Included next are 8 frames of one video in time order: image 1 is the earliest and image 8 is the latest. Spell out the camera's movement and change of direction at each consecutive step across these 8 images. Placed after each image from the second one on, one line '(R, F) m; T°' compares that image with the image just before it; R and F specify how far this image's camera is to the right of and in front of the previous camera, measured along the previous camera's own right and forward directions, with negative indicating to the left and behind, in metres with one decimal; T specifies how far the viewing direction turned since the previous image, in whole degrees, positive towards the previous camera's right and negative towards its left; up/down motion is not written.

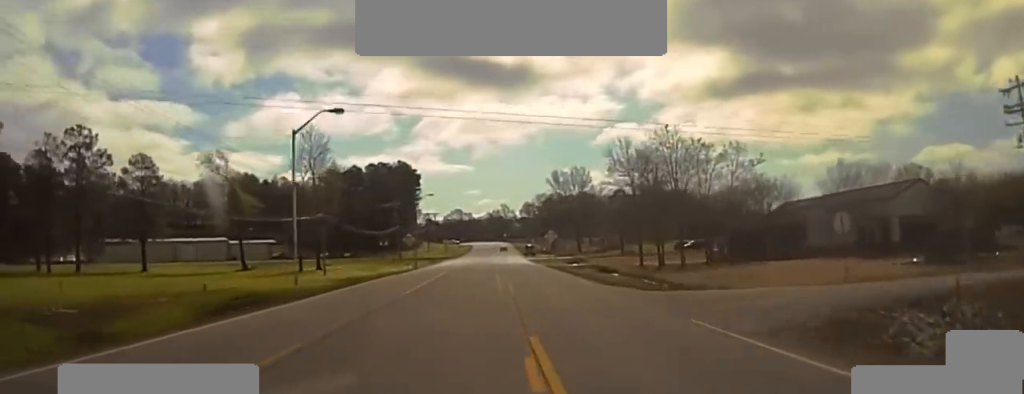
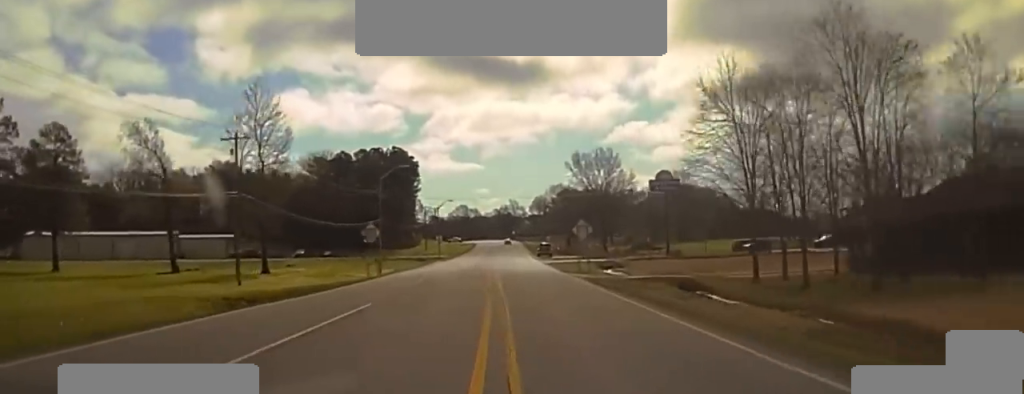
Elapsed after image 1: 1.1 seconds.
(-0.2, +31.2) m; -1°
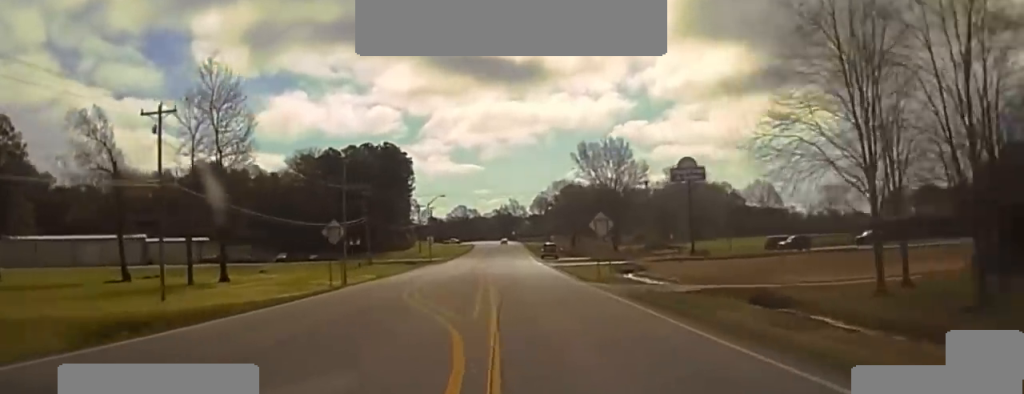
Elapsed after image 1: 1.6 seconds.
(-0.1, +15.8) m; 0°
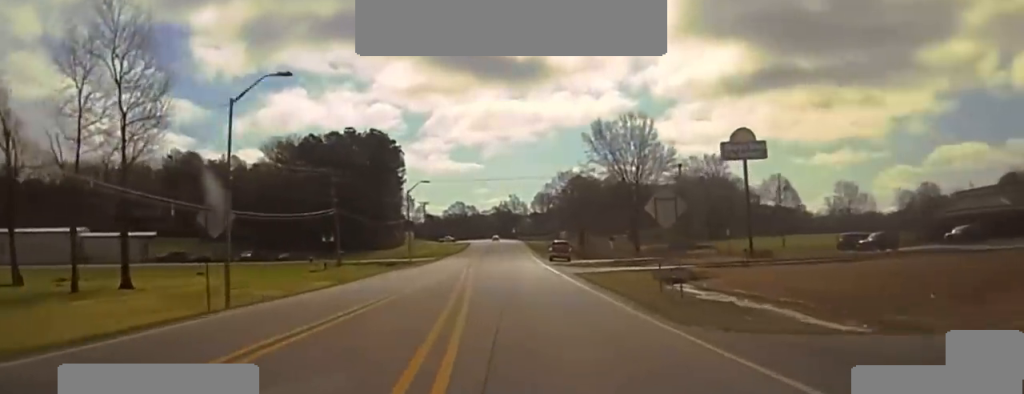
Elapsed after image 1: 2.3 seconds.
(-0.1, +25.1) m; 0°
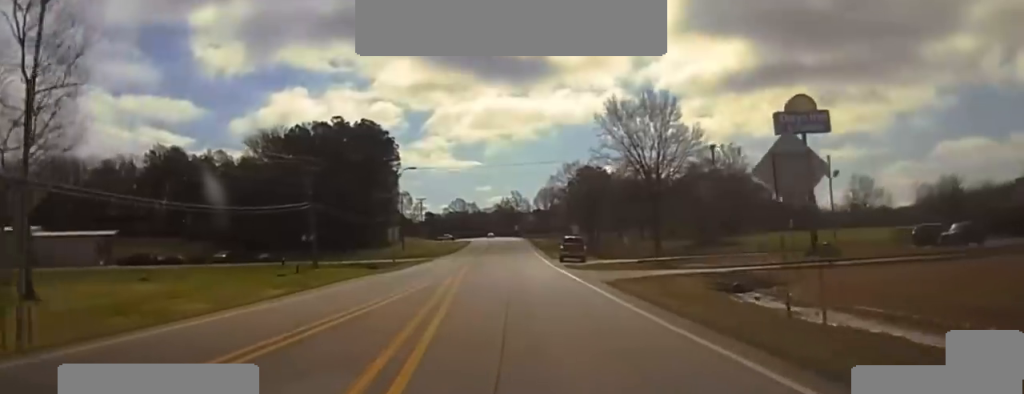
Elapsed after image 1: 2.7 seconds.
(-0.1, +17.4) m; 0°
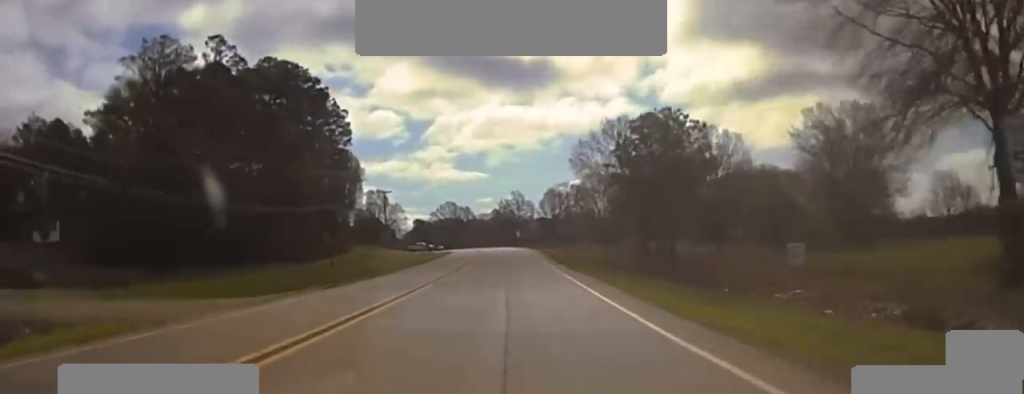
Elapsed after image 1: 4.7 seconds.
(+0.1, +79.2) m; 0°
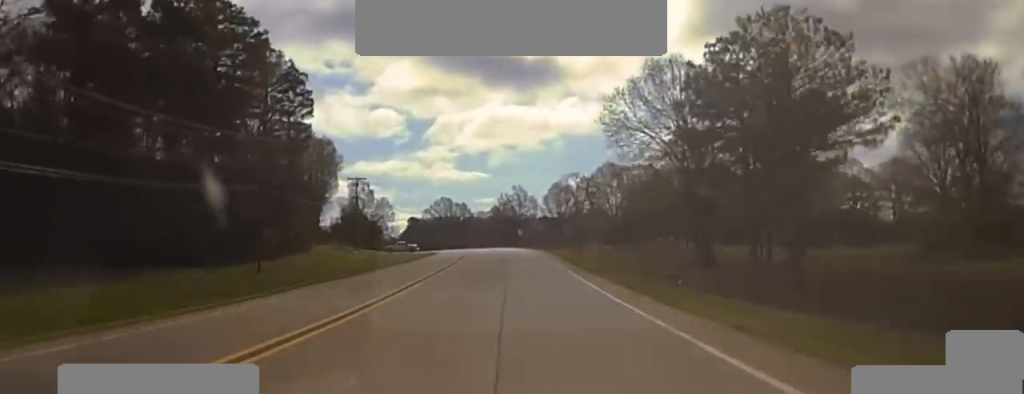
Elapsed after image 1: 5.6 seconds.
(-0.4, +33.7) m; -1°
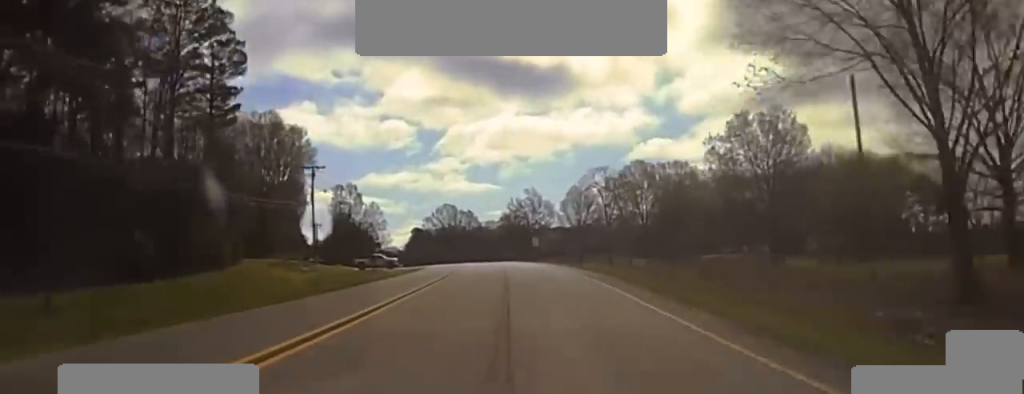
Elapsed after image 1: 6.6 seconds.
(-0.5, +38.6) m; -1°
